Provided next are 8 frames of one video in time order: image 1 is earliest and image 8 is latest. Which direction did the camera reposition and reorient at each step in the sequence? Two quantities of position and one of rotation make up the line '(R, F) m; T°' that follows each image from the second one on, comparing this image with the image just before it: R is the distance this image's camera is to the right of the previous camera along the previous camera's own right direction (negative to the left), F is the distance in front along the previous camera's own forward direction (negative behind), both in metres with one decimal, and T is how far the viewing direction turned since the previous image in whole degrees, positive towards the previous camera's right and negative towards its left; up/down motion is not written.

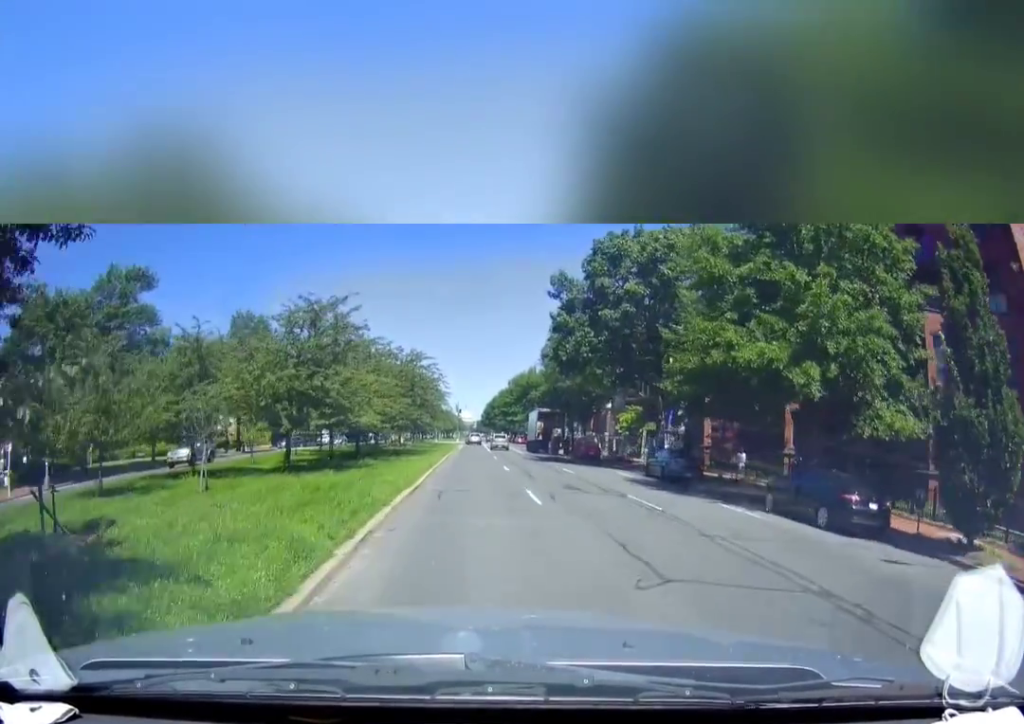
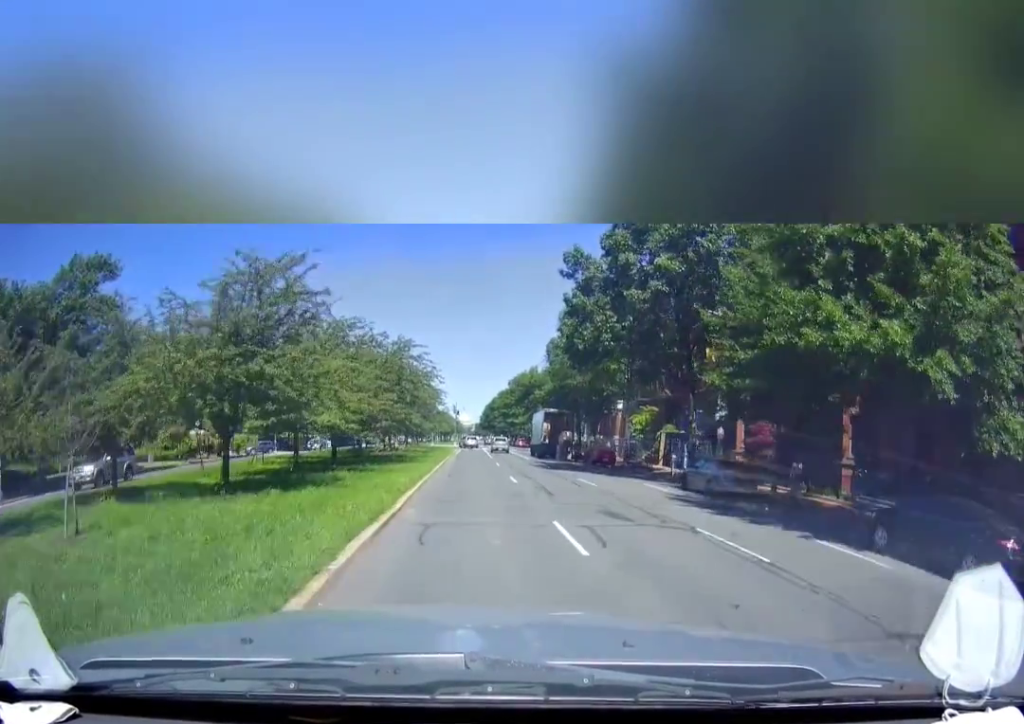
(-0.1, +4.5) m; 0°
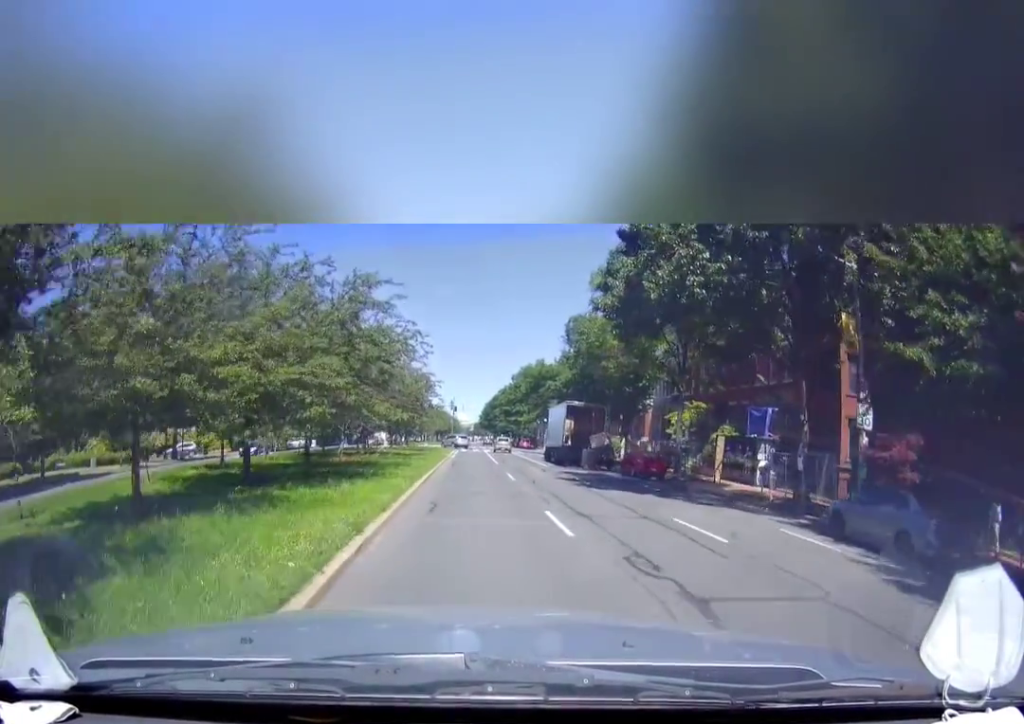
(+0.3, +9.9) m; -2°
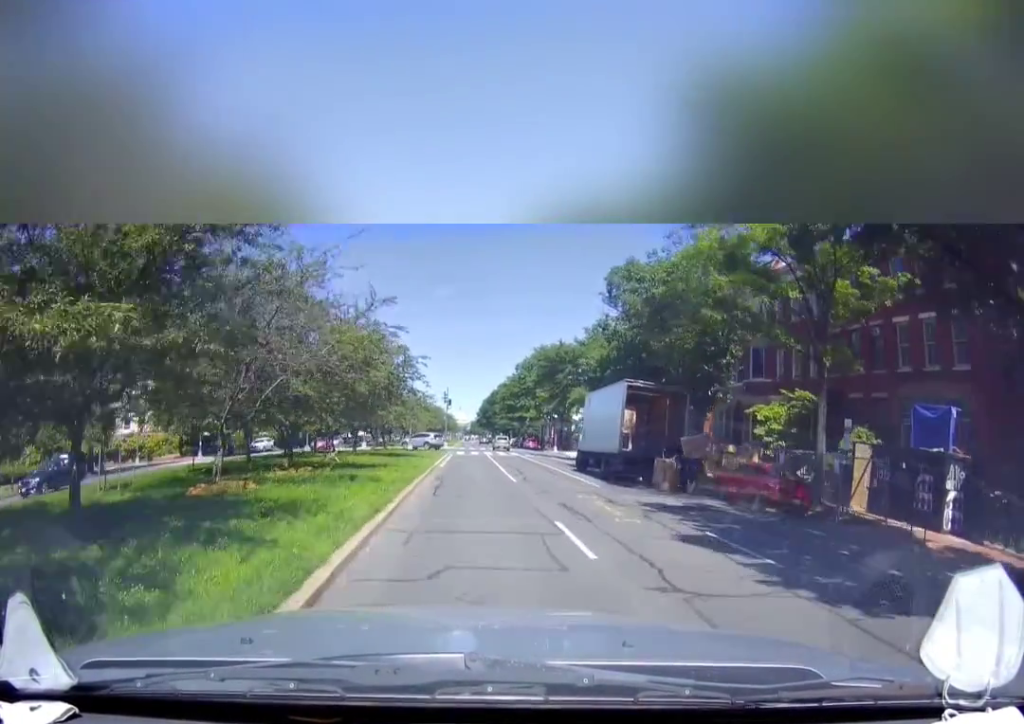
(-0.6, +13.5) m; 0°
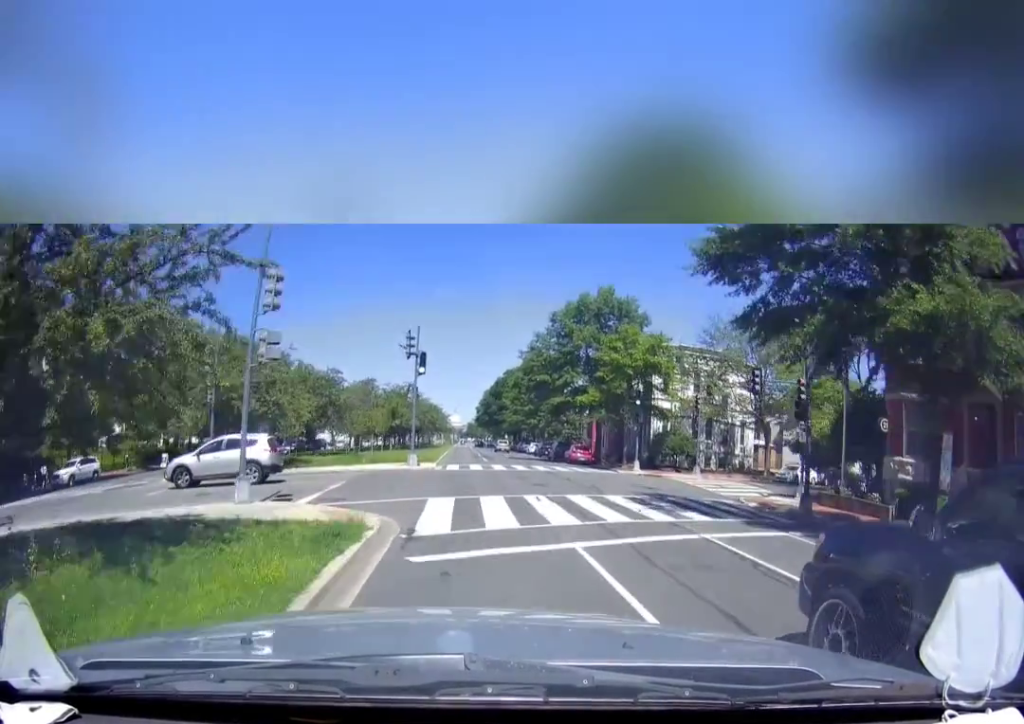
(0.0, +38.8) m; -1°
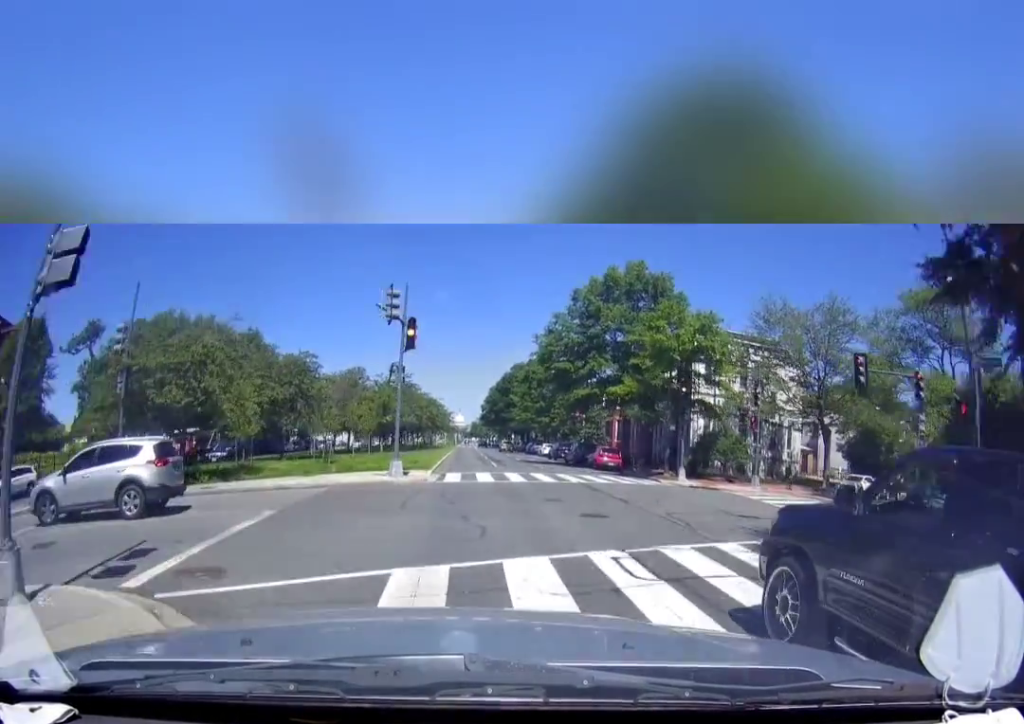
(-0.1, +8.2) m; 0°
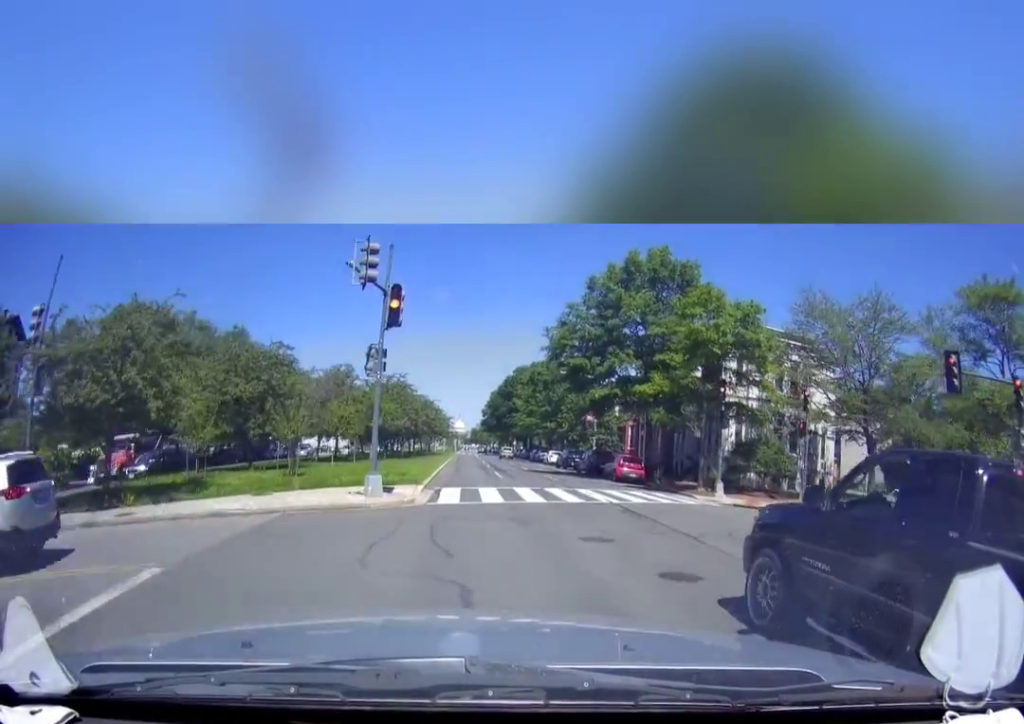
(-0.3, +4.8) m; 0°
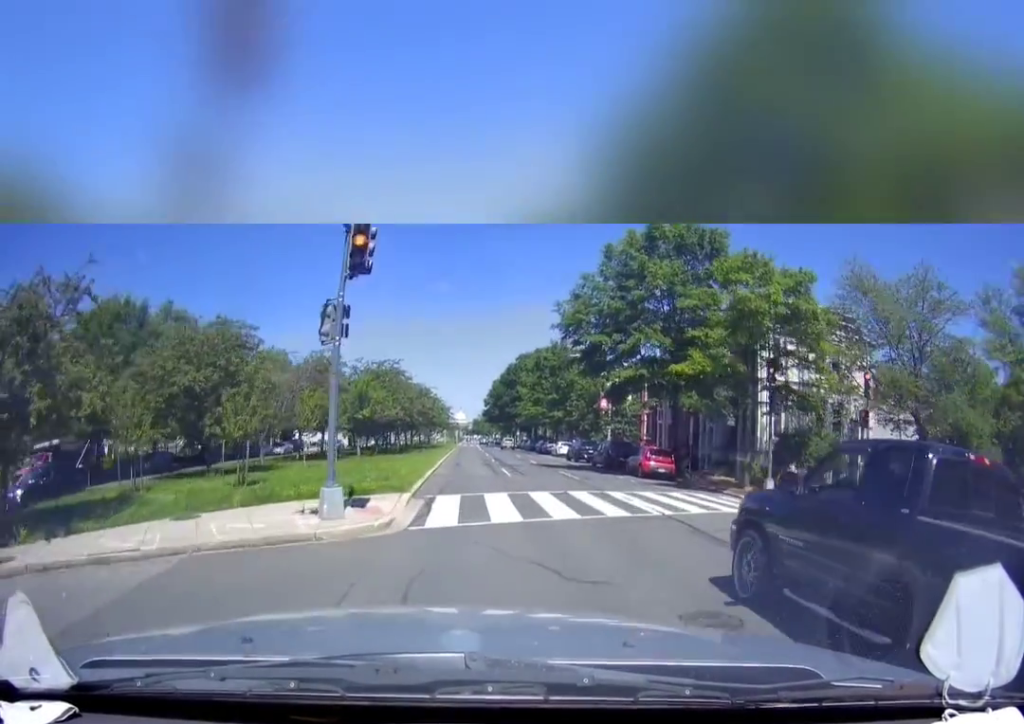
(+0.2, +4.8) m; 0°
